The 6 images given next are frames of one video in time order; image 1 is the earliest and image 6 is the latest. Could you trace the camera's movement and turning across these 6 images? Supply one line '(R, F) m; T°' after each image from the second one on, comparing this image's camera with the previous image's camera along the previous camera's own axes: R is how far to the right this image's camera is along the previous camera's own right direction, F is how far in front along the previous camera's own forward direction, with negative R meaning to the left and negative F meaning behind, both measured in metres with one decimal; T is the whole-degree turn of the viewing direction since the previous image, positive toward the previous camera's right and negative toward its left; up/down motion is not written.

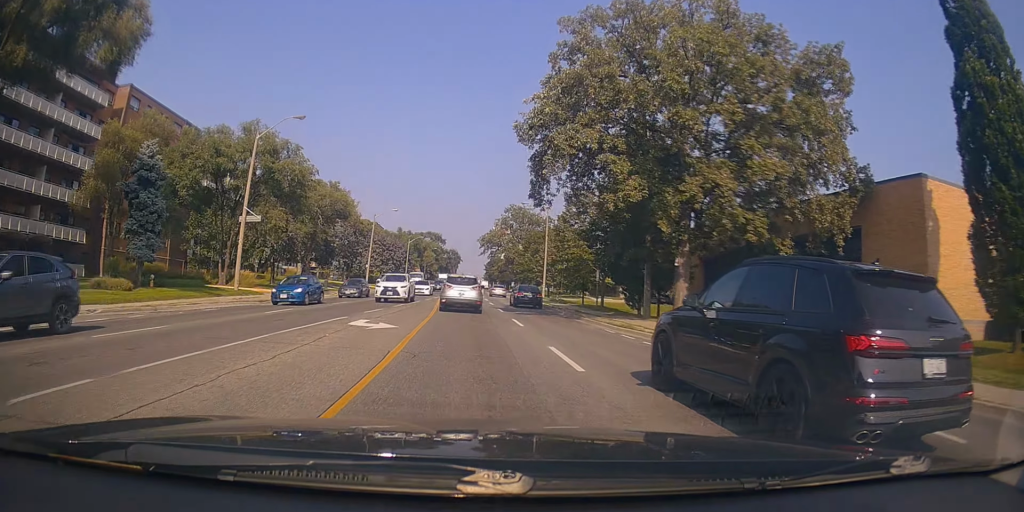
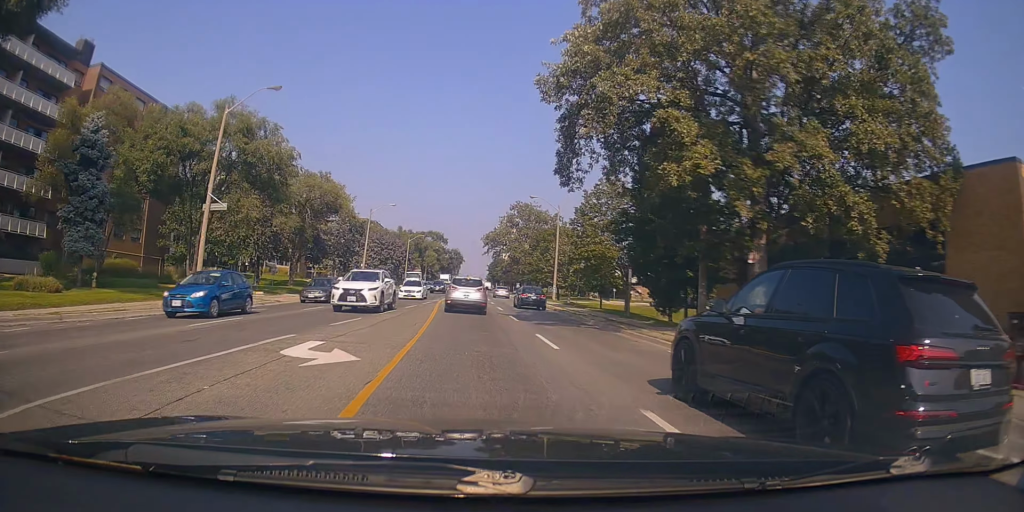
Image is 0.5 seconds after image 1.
(0.0, +6.2) m; 0°
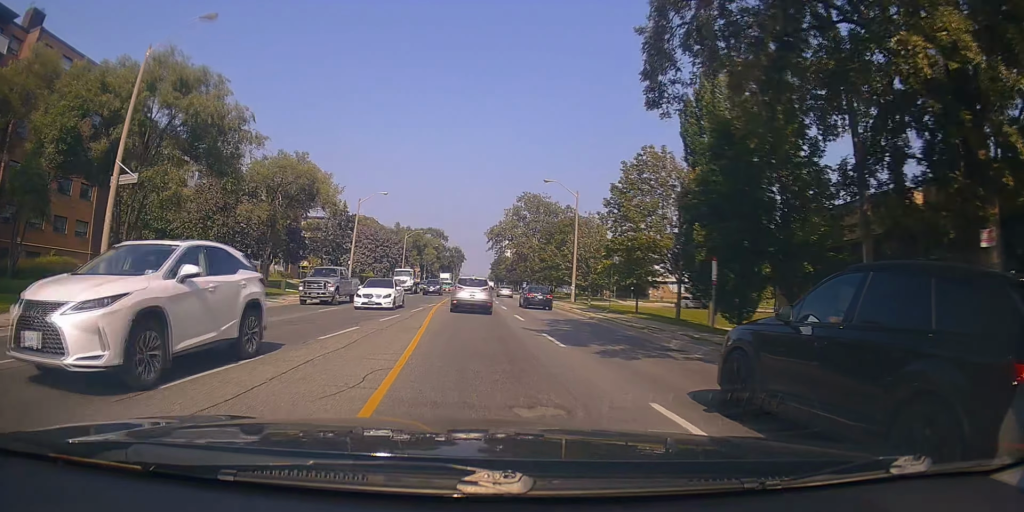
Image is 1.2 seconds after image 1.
(+0.5, +9.5) m; -1°
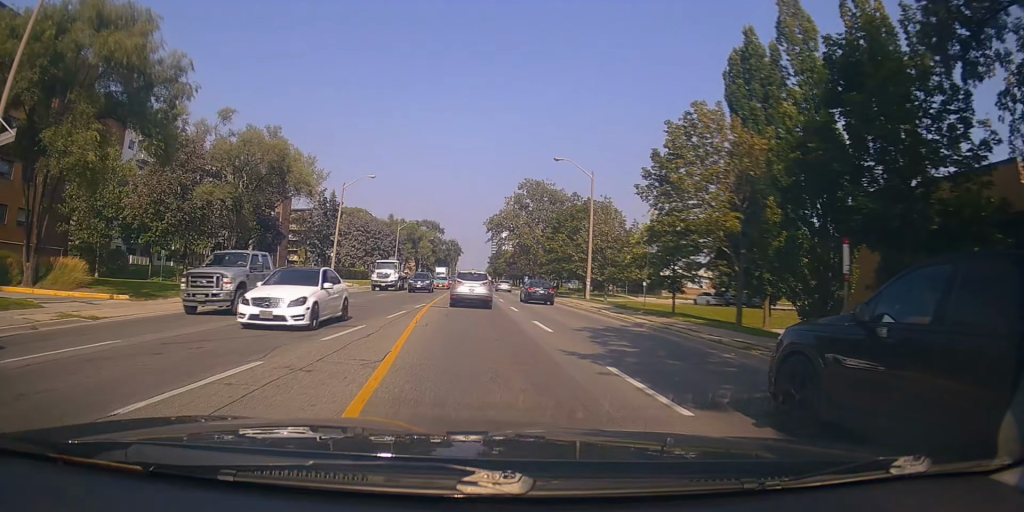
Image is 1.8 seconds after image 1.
(-0.5, +7.5) m; 0°
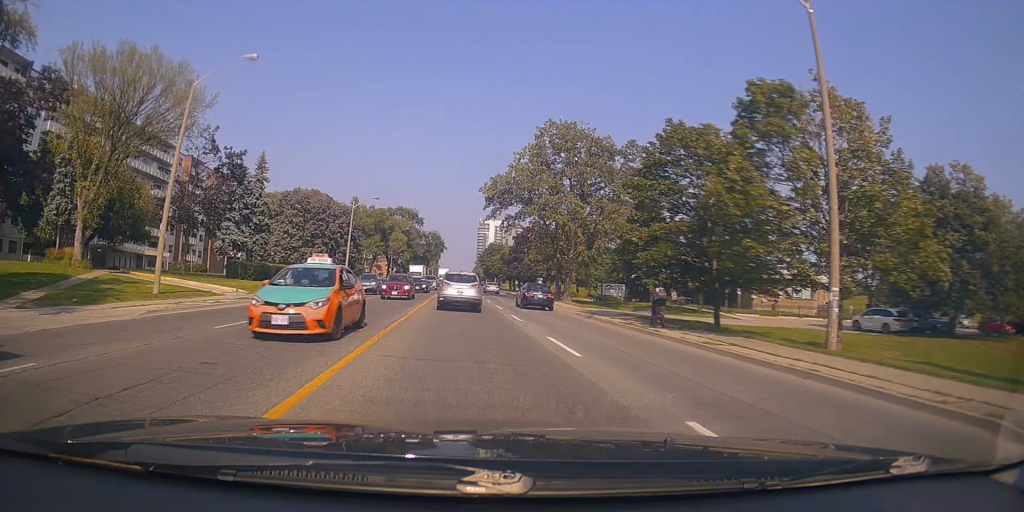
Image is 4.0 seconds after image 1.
(+0.8, +32.5) m; +5°
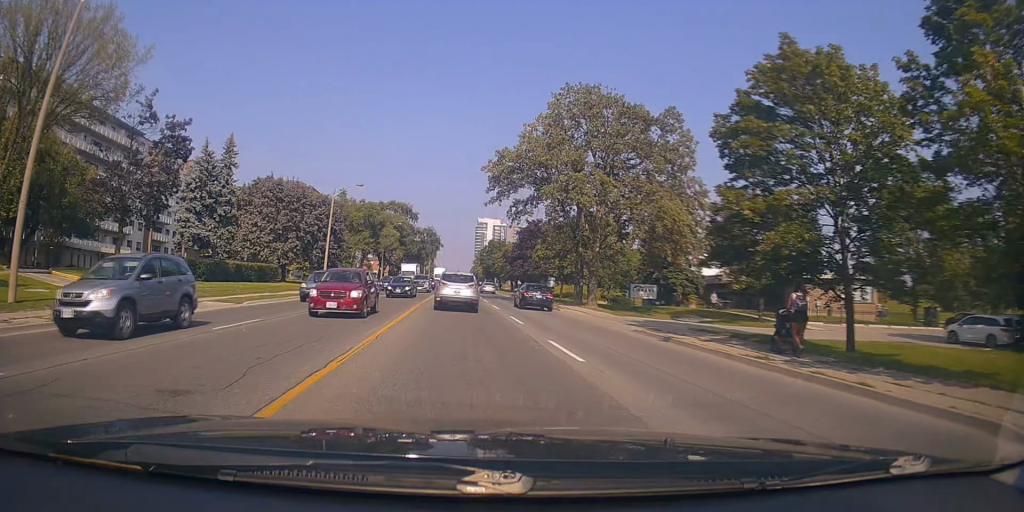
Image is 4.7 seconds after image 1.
(+0.2, +10.3) m; +1°
